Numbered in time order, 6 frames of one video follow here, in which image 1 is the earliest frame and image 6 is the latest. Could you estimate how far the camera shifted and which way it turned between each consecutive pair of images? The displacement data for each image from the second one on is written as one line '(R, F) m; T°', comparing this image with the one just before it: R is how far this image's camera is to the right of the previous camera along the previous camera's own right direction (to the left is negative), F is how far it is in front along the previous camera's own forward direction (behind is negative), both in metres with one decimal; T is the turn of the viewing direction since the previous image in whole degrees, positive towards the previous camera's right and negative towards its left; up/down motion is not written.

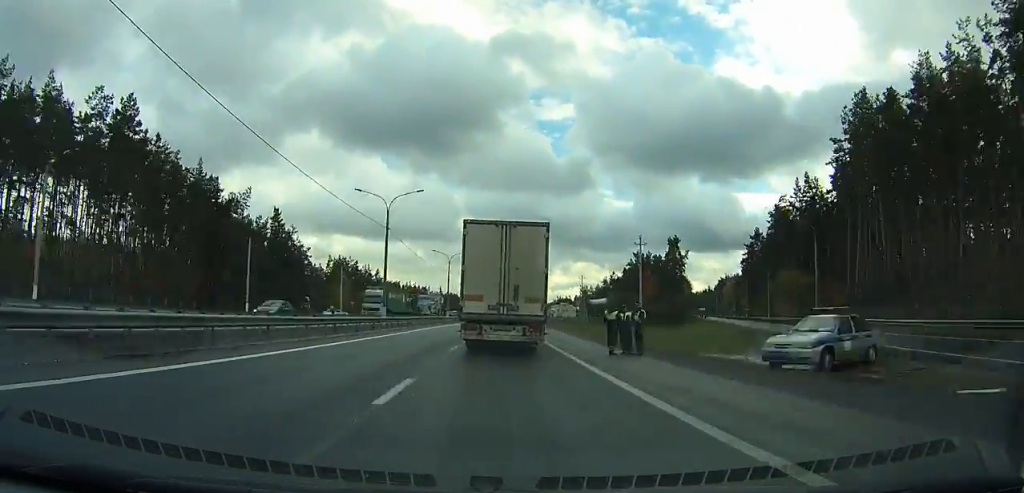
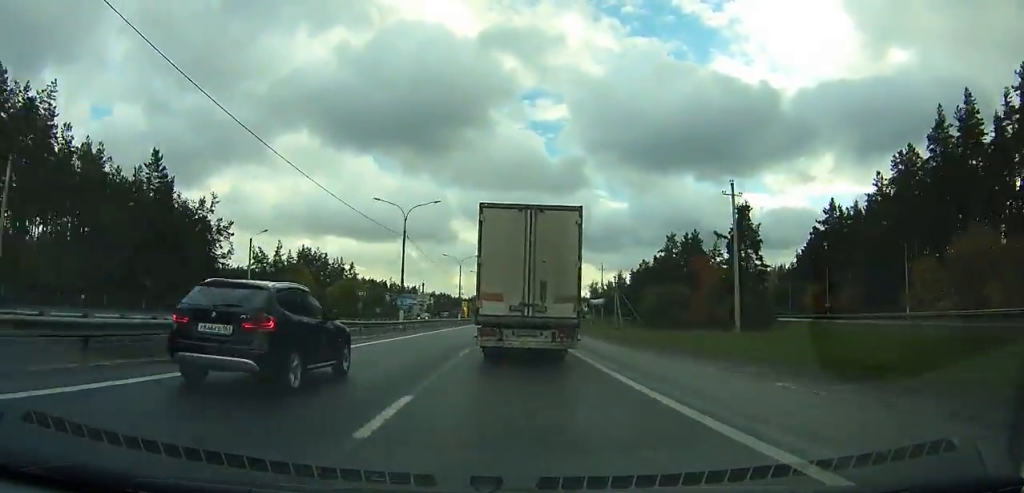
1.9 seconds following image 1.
(+0.5, +41.7) m; +1°
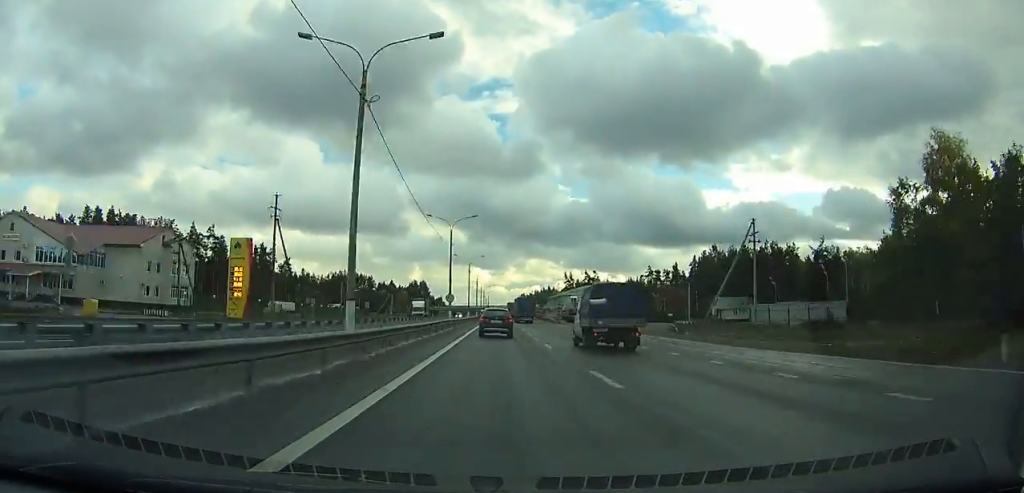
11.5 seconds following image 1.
(+9.9, +217.6) m; +4°
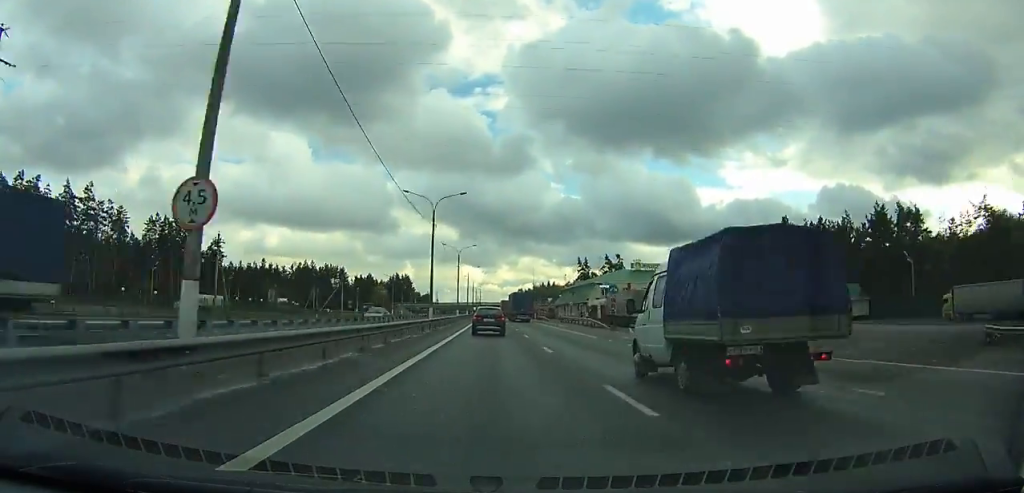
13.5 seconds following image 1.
(-0.1, +49.3) m; 0°
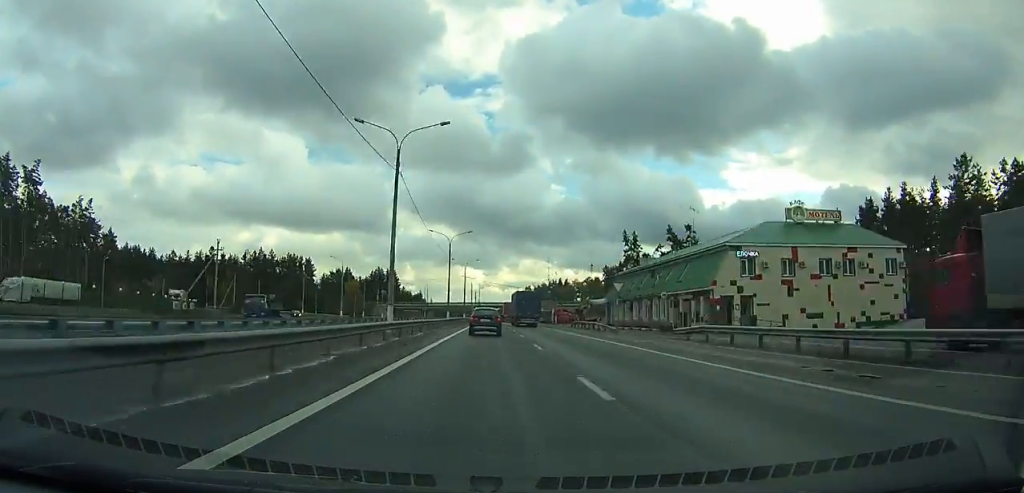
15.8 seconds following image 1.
(0.0, +58.5) m; 0°
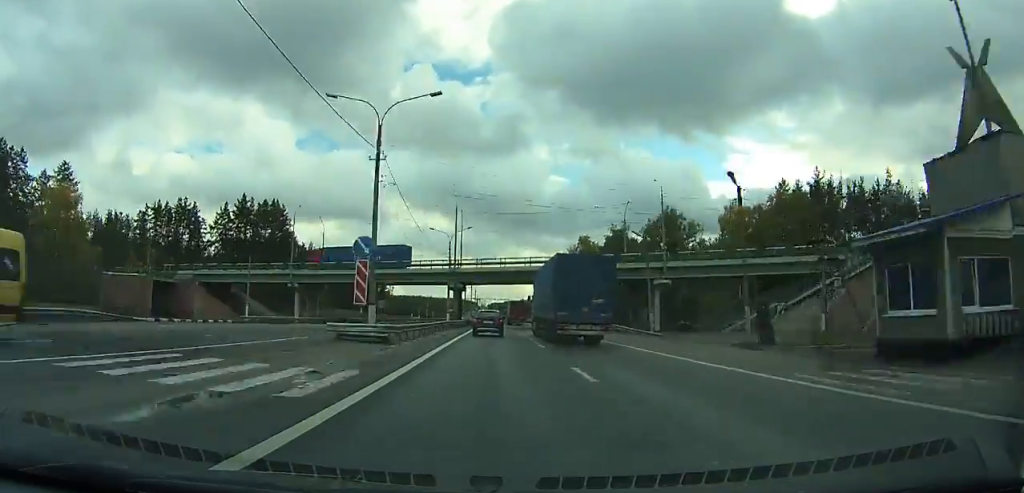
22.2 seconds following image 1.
(-0.2, +166.9) m; -1°
